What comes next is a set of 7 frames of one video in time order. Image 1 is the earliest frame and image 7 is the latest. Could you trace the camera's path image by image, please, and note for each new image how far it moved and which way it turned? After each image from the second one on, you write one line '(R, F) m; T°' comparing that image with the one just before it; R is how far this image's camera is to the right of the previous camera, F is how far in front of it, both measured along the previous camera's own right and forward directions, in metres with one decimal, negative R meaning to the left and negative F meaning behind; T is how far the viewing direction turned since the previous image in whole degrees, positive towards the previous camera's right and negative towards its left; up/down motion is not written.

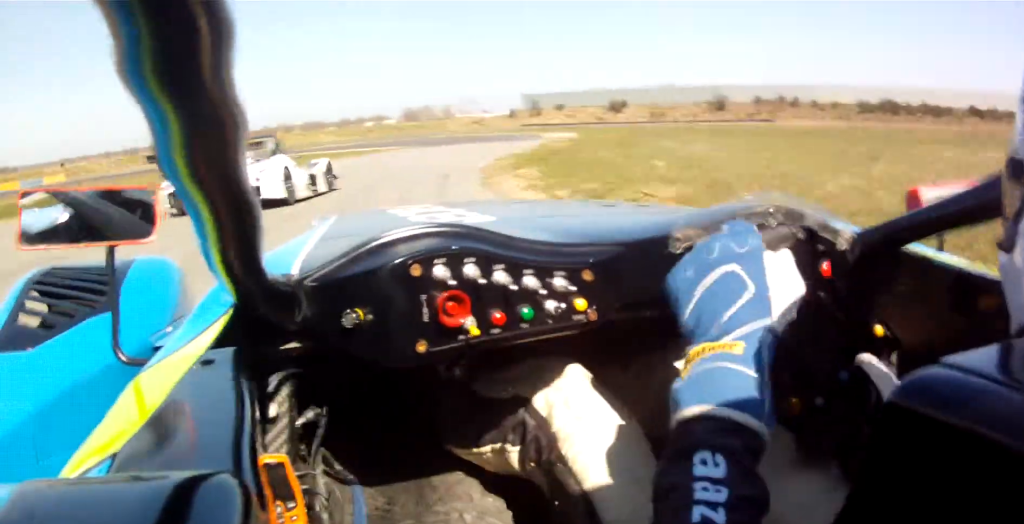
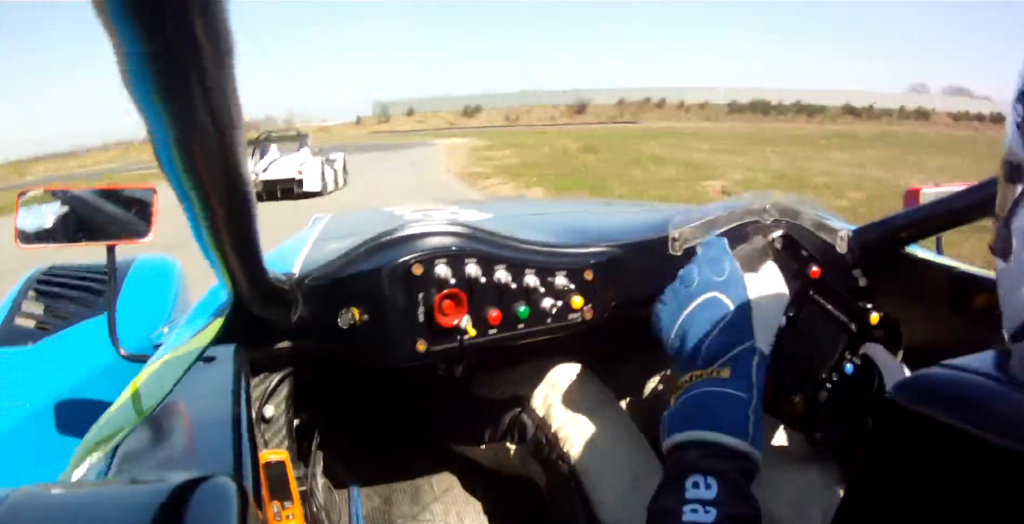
(+2.0, +10.2) m; +11°
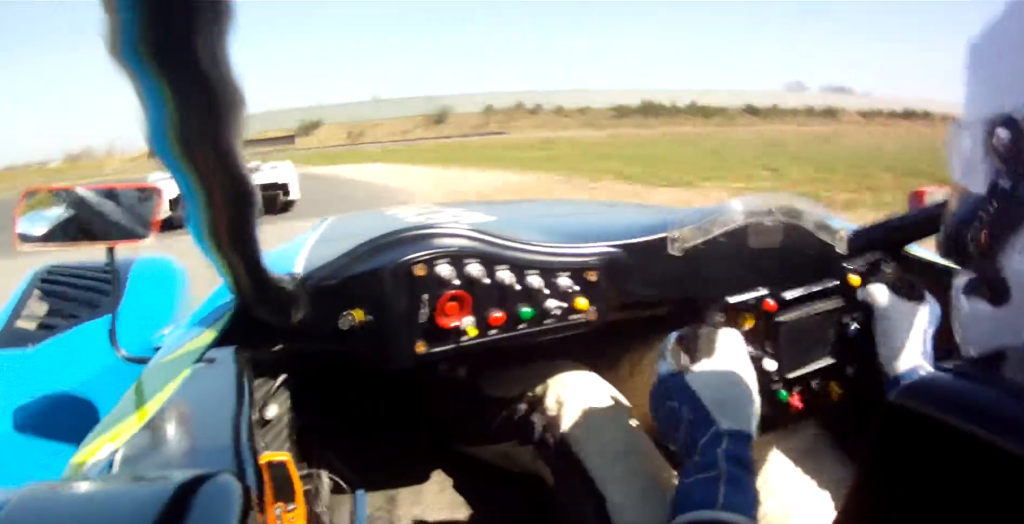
(+5.7, +25.6) m; +15°
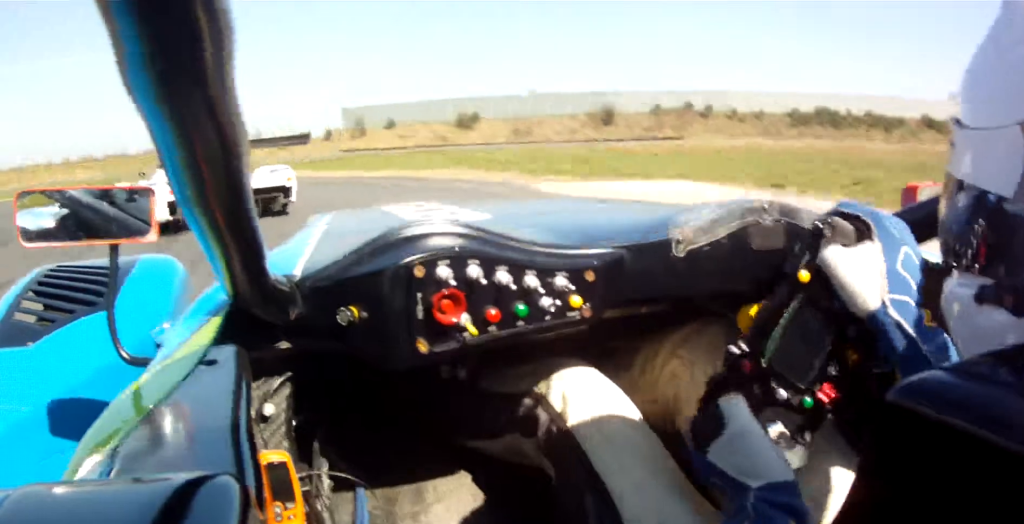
(+0.4, +11.1) m; -2°
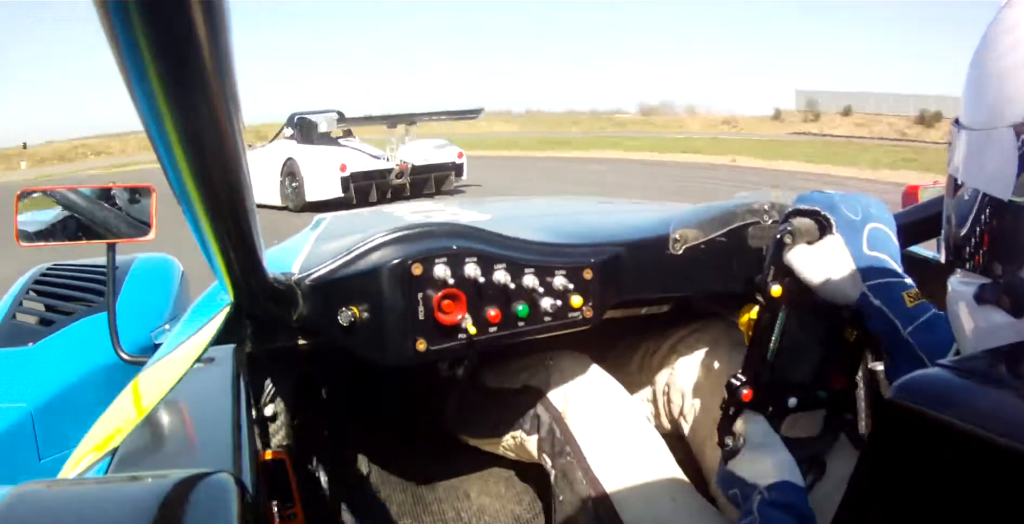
(-0.2, +14.3) m; -12°
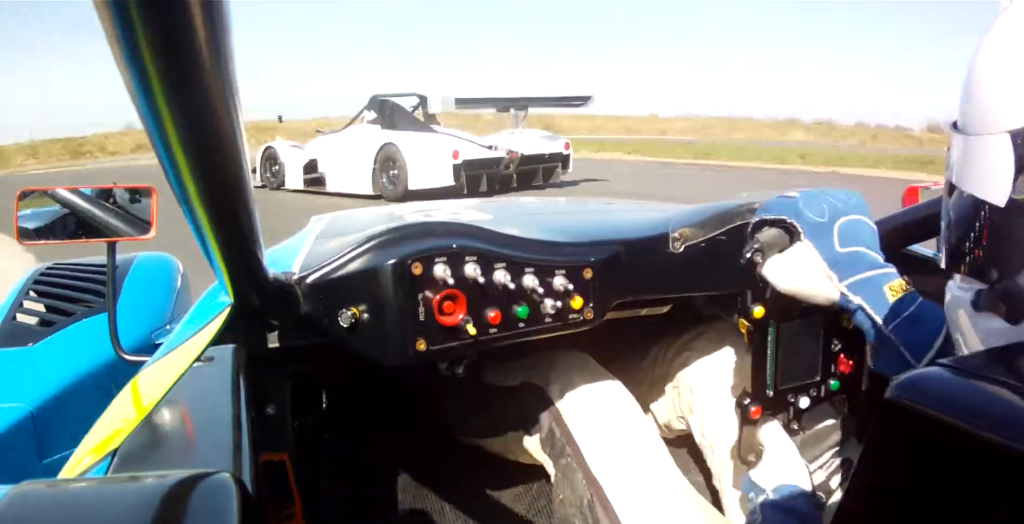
(-1.5, +7.7) m; -24°
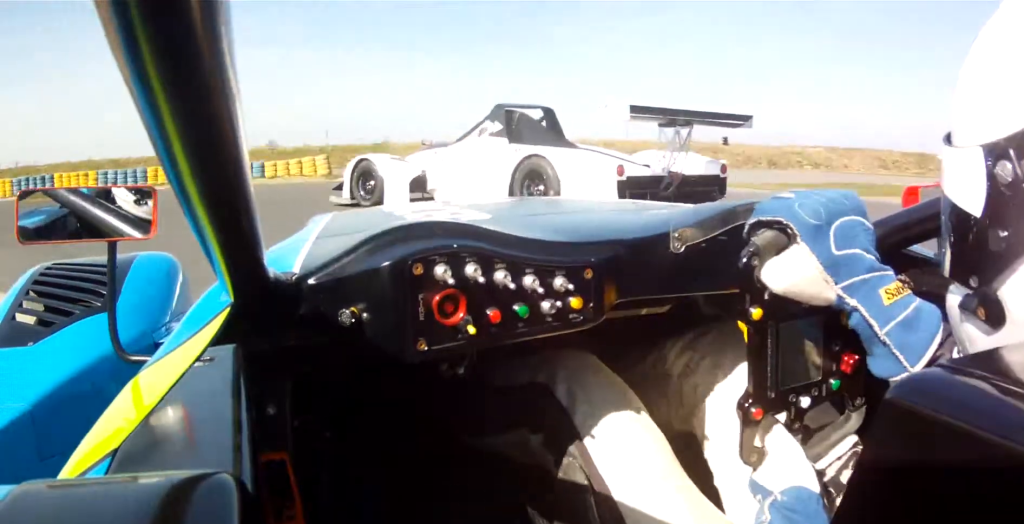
(+2.0, +10.4) m; -35°
